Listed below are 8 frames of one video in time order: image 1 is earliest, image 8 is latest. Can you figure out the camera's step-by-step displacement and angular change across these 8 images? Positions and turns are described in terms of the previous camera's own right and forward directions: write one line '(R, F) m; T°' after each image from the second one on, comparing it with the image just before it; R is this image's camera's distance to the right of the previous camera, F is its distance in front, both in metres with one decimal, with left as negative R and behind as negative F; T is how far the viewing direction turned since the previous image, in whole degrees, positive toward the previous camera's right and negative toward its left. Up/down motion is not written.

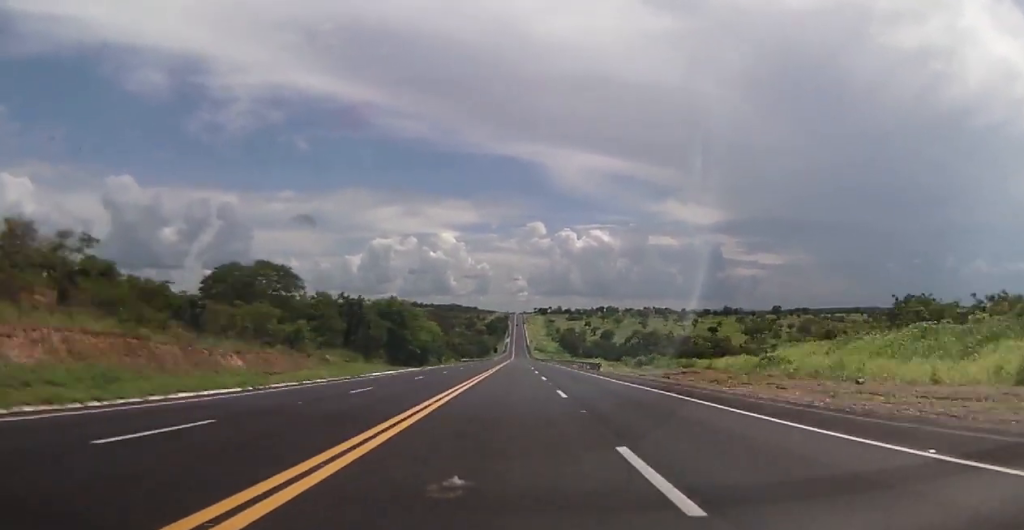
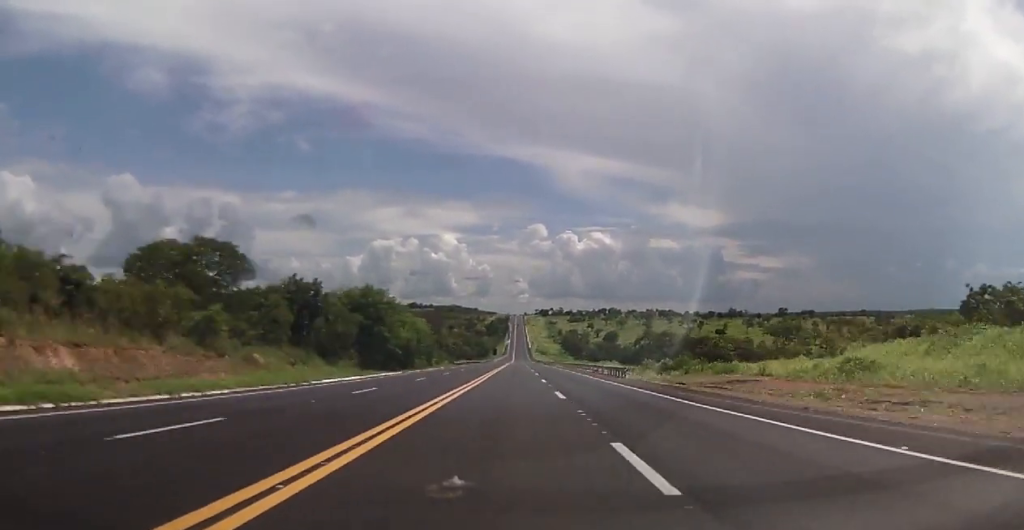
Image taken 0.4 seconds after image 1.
(-0.2, +14.4) m; 0°
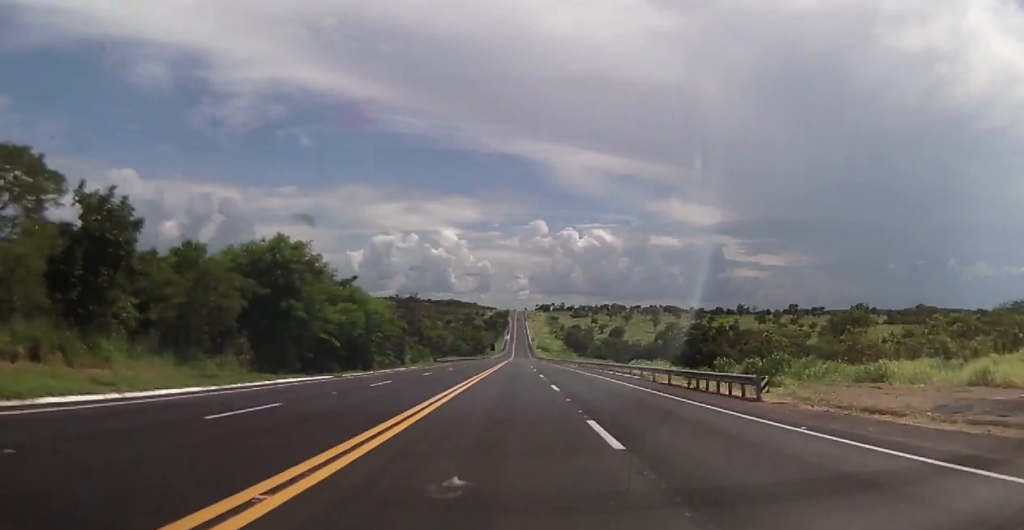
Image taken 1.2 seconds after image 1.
(+0.2, +26.8) m; 0°
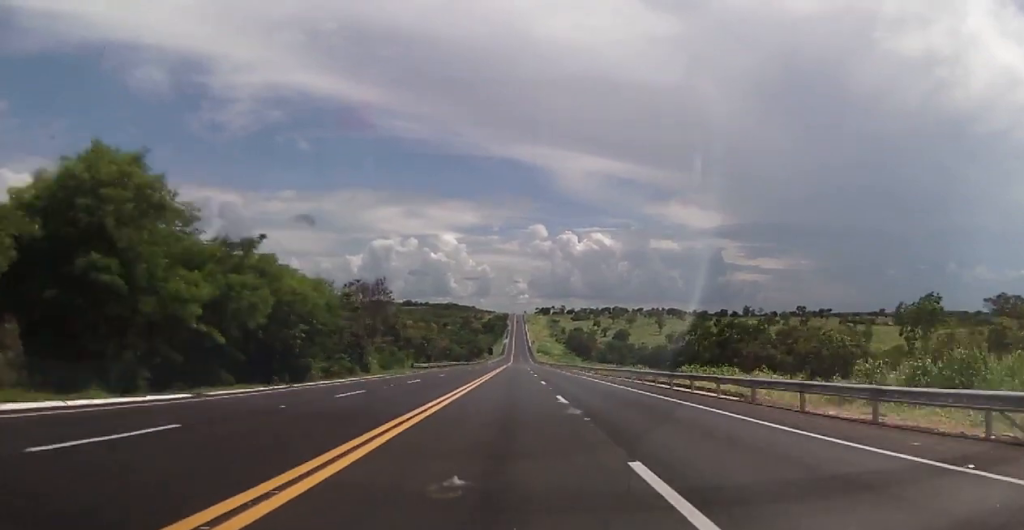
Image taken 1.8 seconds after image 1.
(+0.2, +20.3) m; 0°
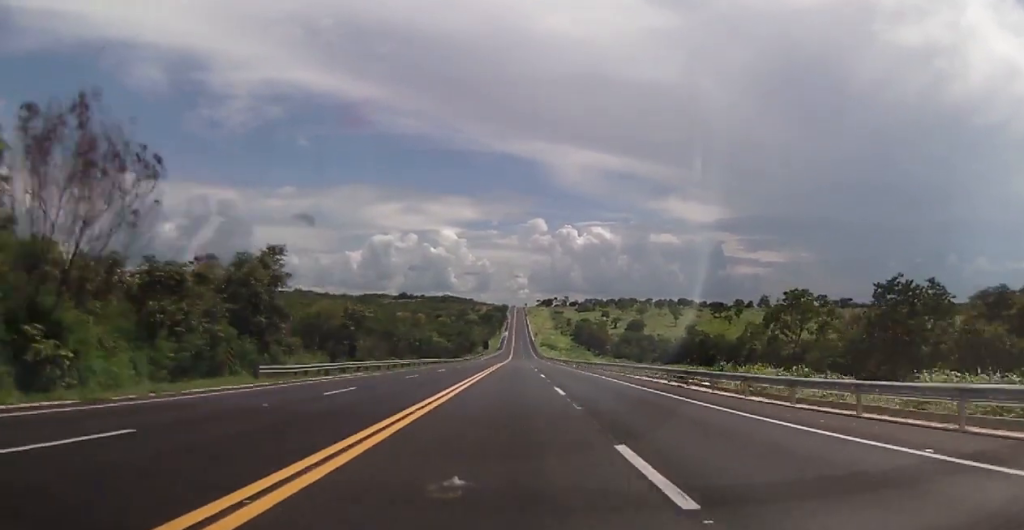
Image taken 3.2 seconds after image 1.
(-0.6, +46.6) m; -1°
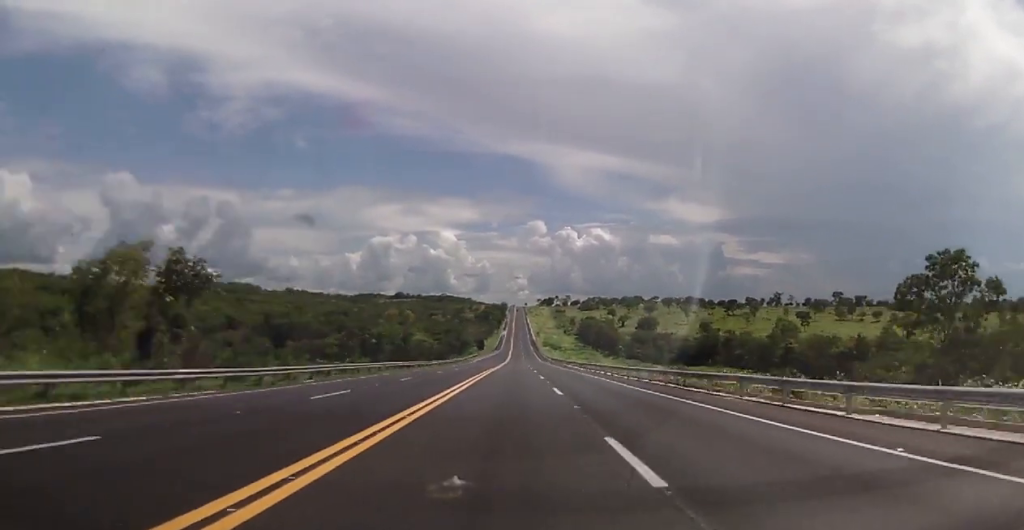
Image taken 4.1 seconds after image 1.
(+0.1, +31.1) m; 0°
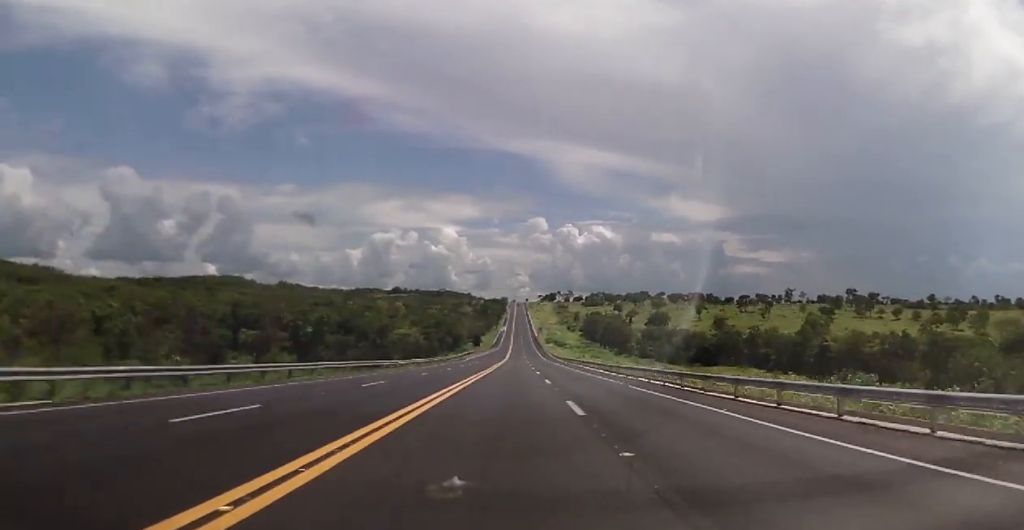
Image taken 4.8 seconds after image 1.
(+0.2, +23.3) m; 0°
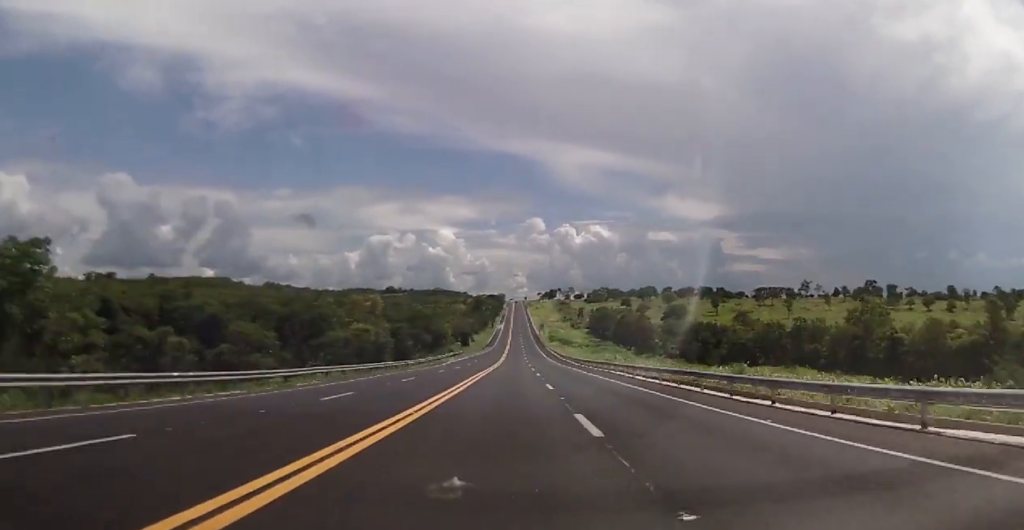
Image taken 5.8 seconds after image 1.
(-0.4, +35.3) m; 0°
